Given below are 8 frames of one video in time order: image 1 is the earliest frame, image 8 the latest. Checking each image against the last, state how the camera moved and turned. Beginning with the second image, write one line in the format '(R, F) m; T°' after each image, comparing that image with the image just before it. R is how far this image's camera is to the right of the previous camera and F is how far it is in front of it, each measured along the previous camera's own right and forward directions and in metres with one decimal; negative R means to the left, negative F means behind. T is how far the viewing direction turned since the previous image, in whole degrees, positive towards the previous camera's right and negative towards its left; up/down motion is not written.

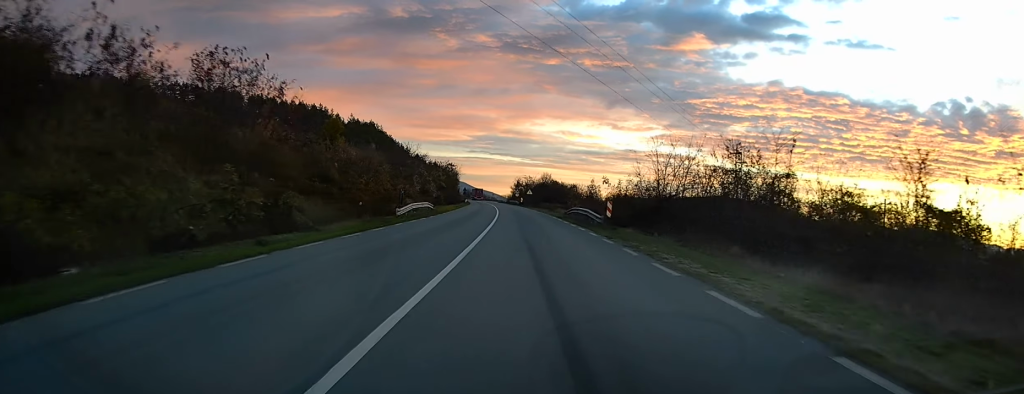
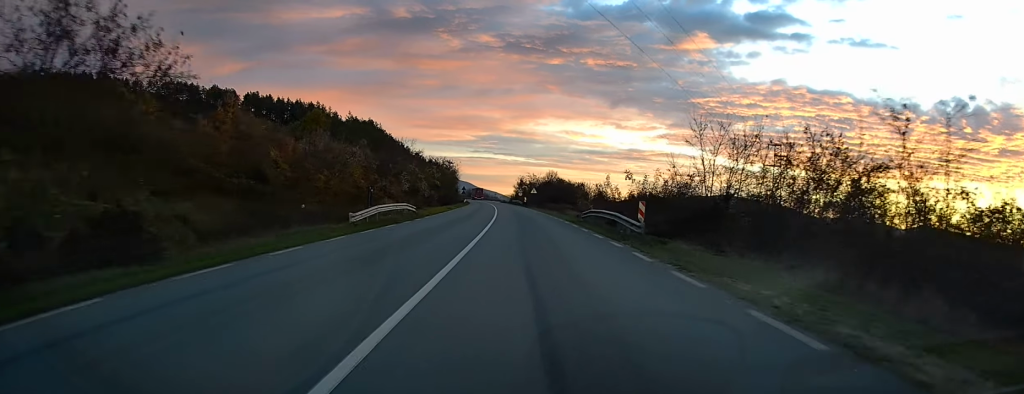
(0.0, +9.8) m; -1°
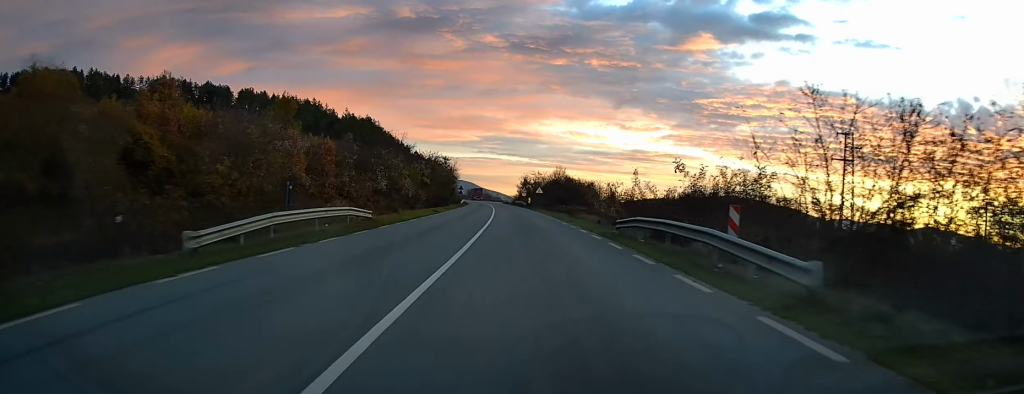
(0.0, +12.6) m; -1°
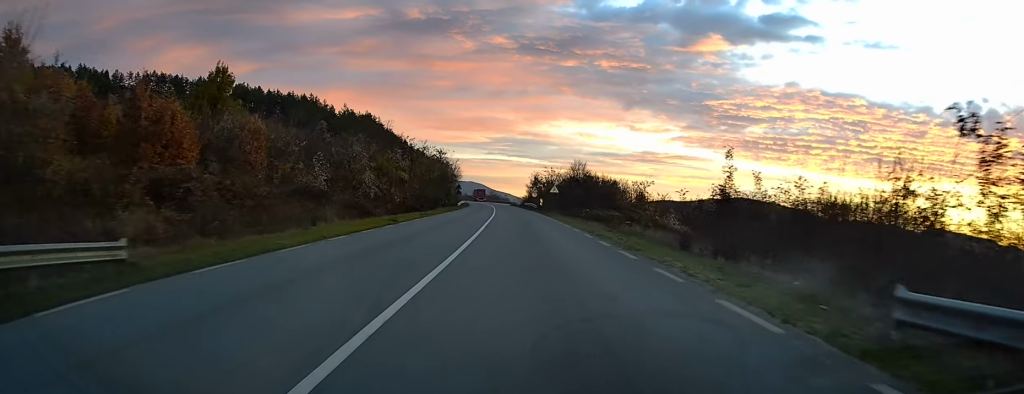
(-0.3, +19.0) m; -1°
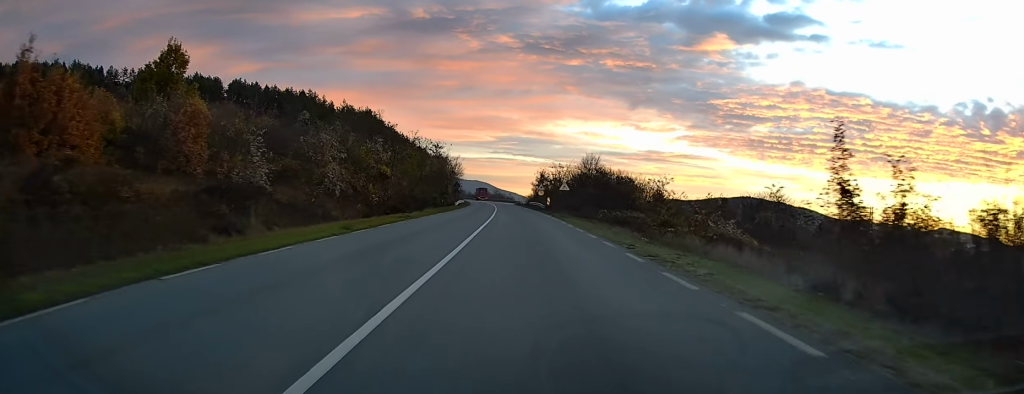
(0.0, +9.2) m; 0°
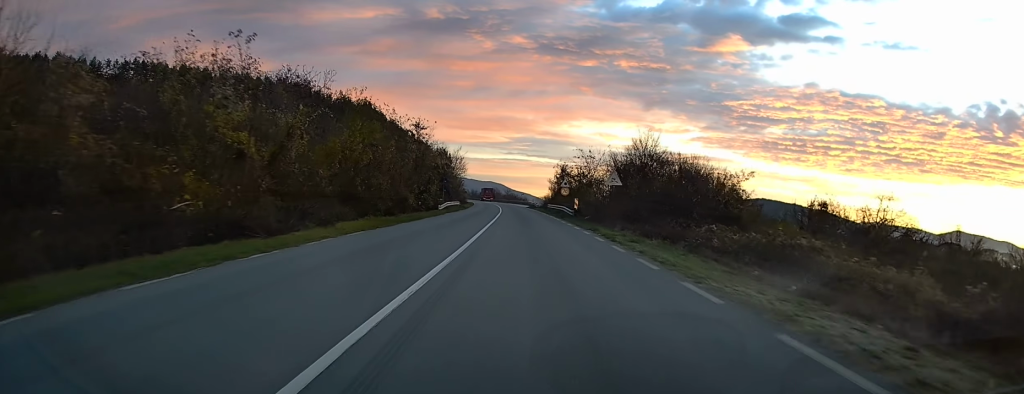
(-0.1, +25.5) m; -1°
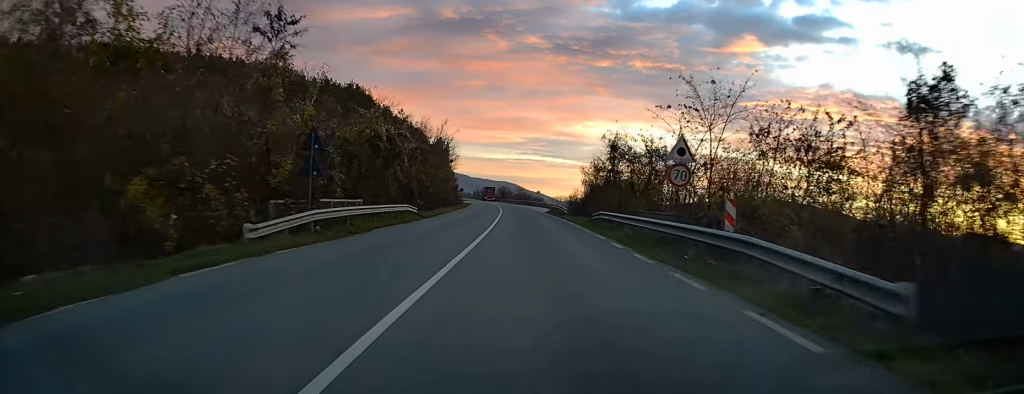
(-0.7, +39.3) m; -1°
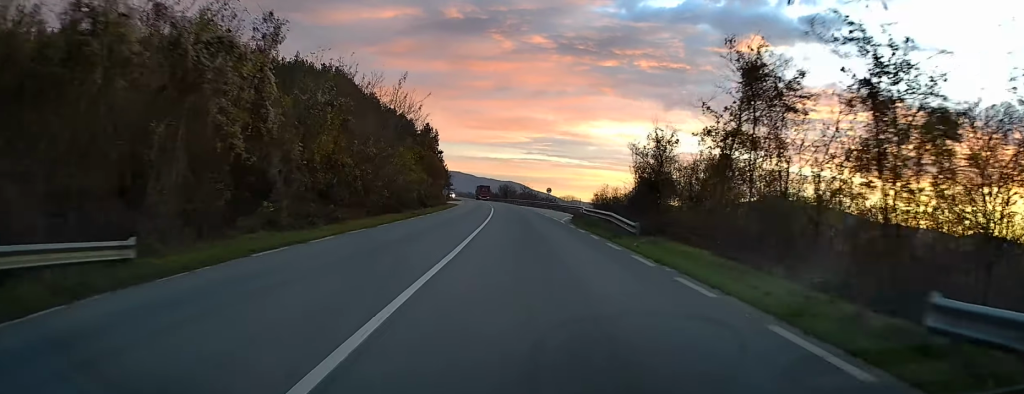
(-0.1, +29.4) m; -1°
